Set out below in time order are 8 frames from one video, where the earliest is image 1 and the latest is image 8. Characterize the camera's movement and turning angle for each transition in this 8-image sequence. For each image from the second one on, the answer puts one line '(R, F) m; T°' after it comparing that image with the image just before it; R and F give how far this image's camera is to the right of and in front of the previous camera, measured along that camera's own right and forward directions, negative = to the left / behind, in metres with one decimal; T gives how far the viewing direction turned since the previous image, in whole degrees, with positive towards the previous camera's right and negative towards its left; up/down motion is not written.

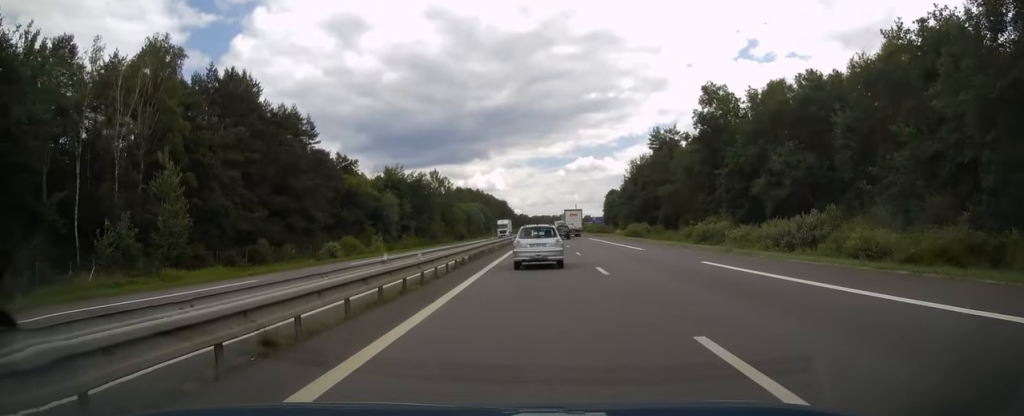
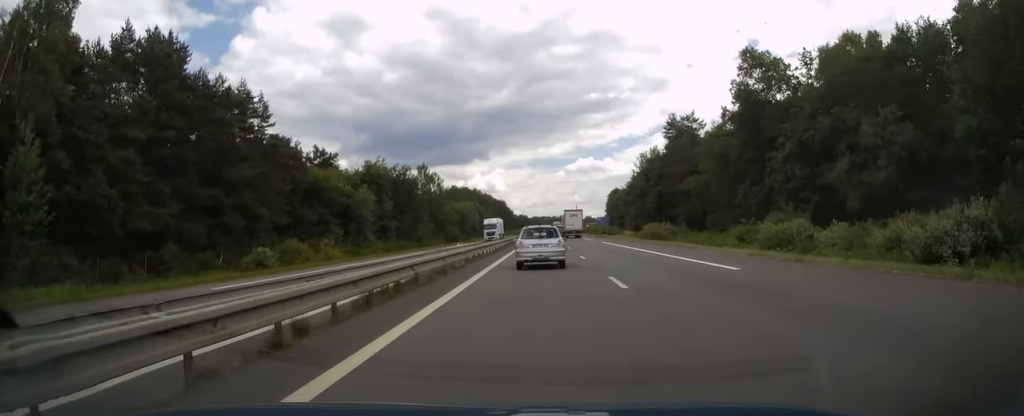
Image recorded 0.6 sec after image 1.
(0.0, +16.6) m; 0°
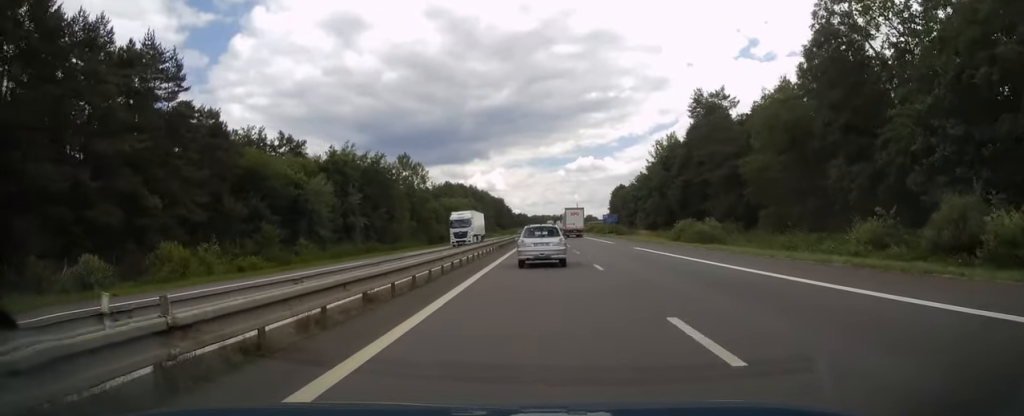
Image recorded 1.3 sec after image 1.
(0.0, +20.6) m; 0°
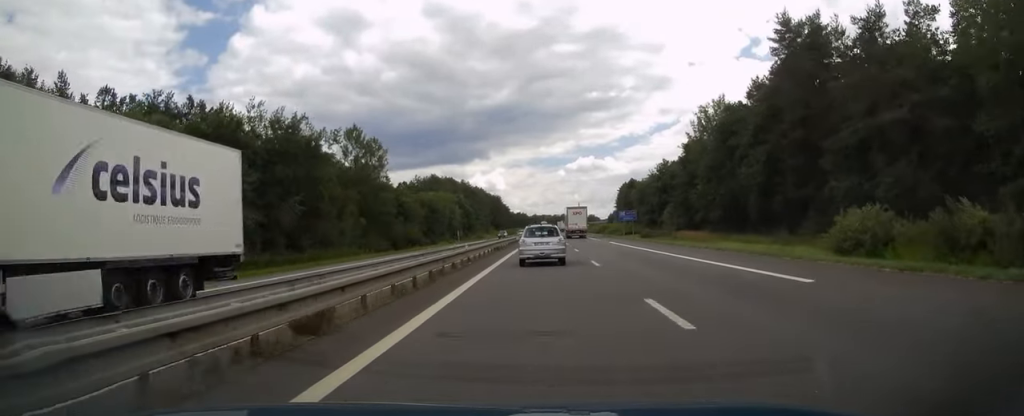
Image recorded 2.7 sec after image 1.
(+0.1, +36.6) m; 0°
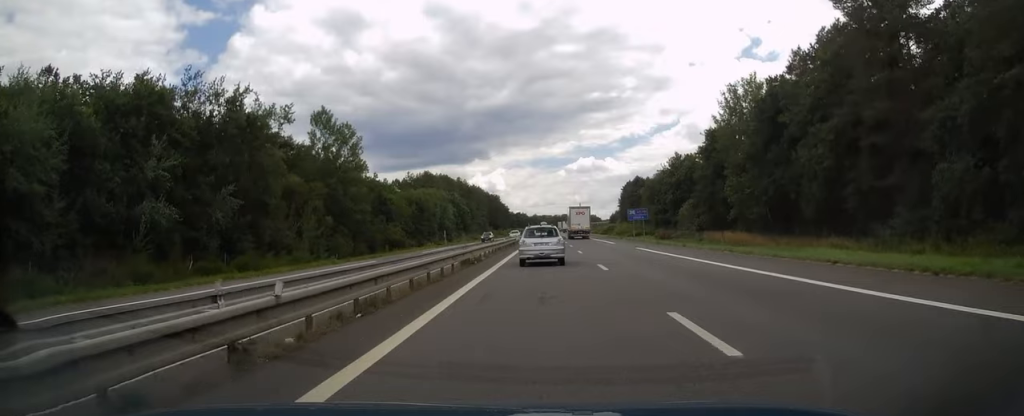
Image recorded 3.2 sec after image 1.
(0.0, +14.8) m; 0°
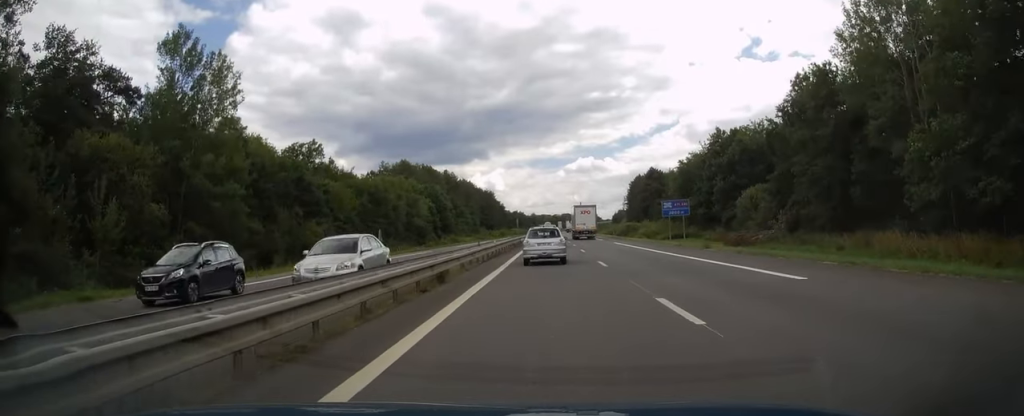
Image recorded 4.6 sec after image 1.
(0.0, +36.5) m; 0°
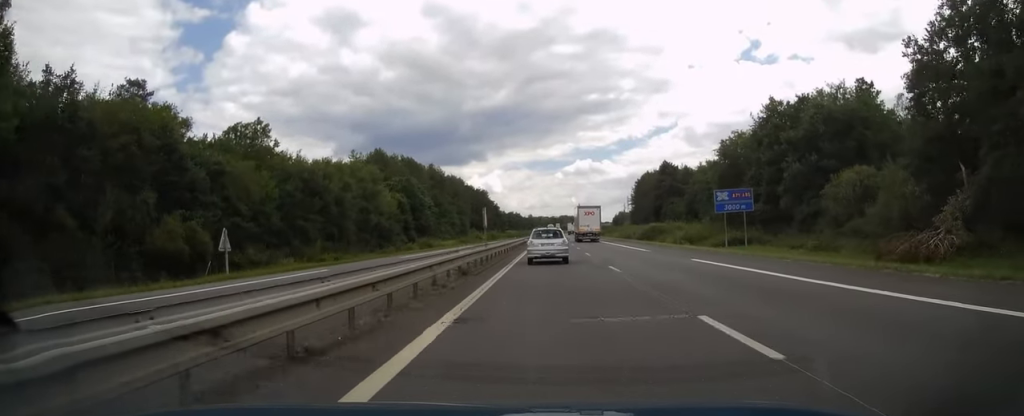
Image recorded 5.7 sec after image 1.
(0.0, +28.1) m; 0°
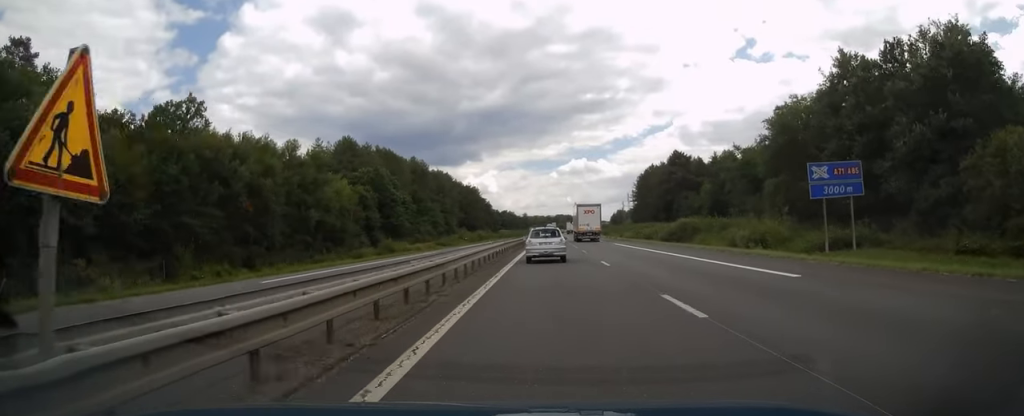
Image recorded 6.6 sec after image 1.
(0.0, +22.8) m; 0°
